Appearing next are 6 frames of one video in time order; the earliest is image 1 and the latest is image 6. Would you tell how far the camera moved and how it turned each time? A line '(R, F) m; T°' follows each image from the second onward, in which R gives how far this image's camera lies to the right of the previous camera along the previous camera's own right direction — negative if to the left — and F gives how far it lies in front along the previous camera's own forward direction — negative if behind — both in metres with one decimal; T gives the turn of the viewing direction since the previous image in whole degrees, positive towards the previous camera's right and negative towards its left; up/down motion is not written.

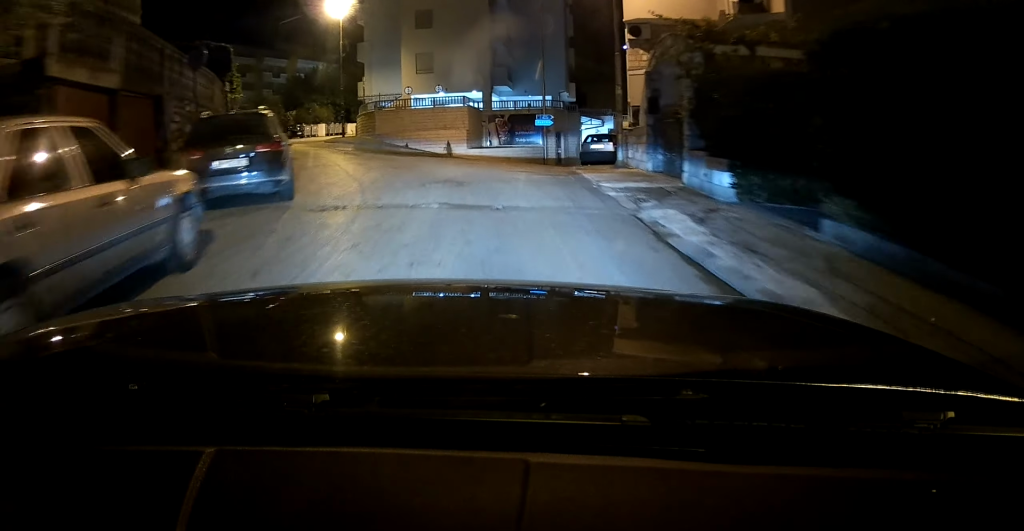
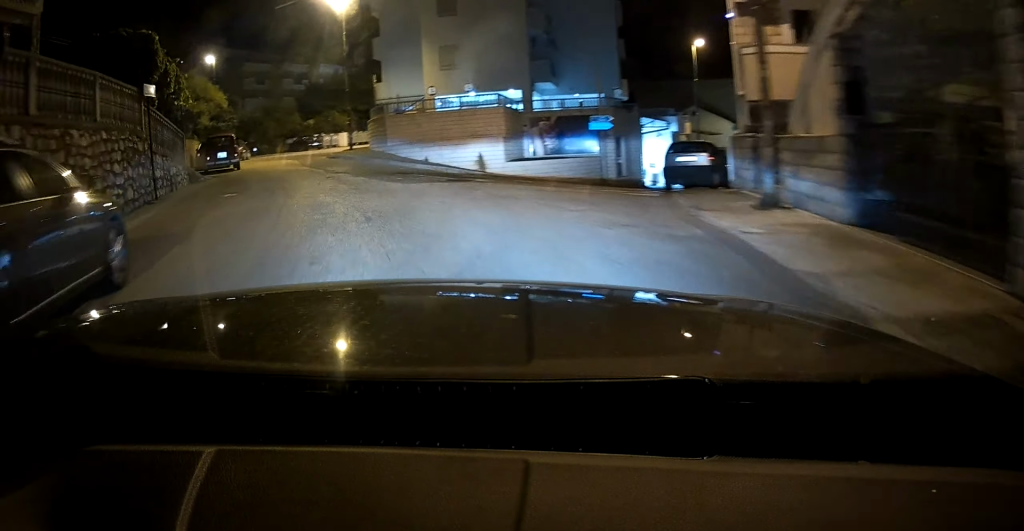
(0.0, +6.0) m; -5°
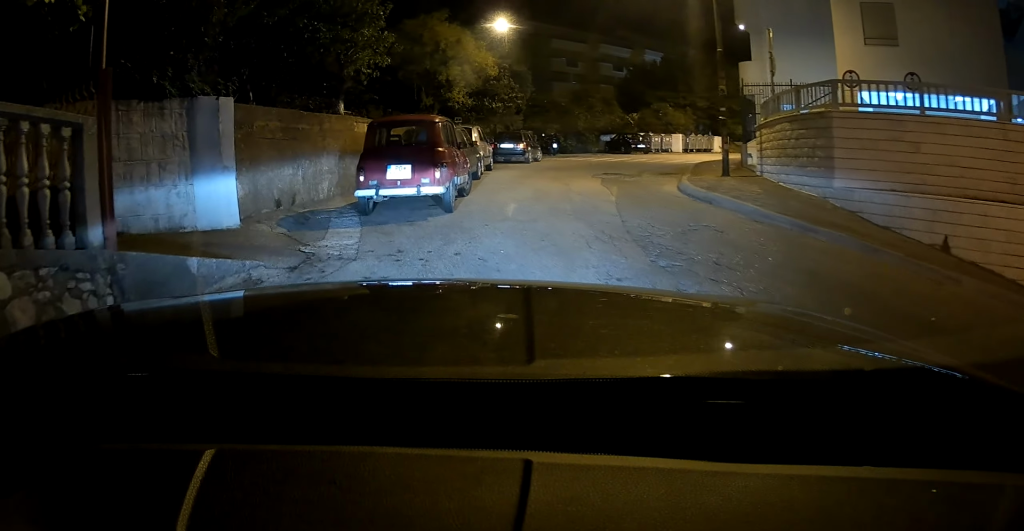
(-4.6, +15.2) m; -29°
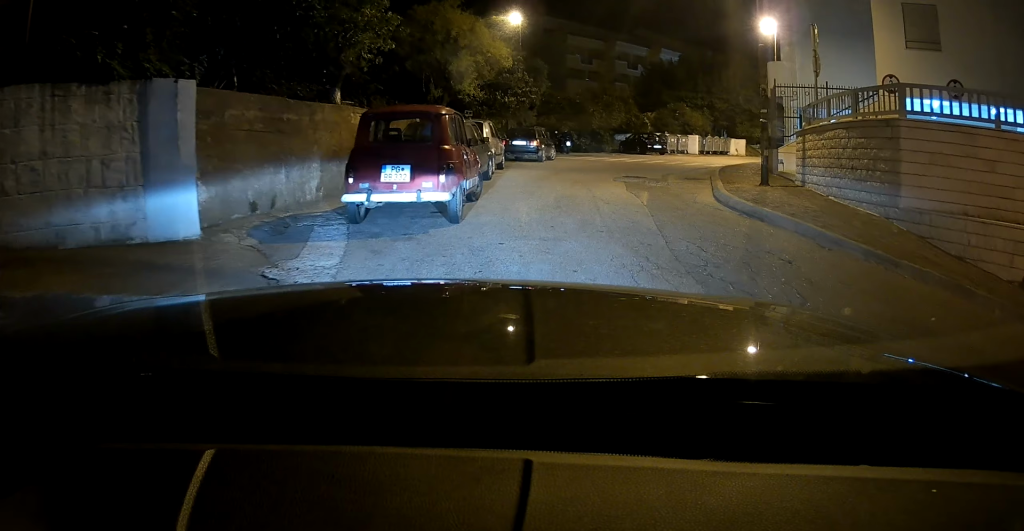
(+0.2, +2.4) m; +6°
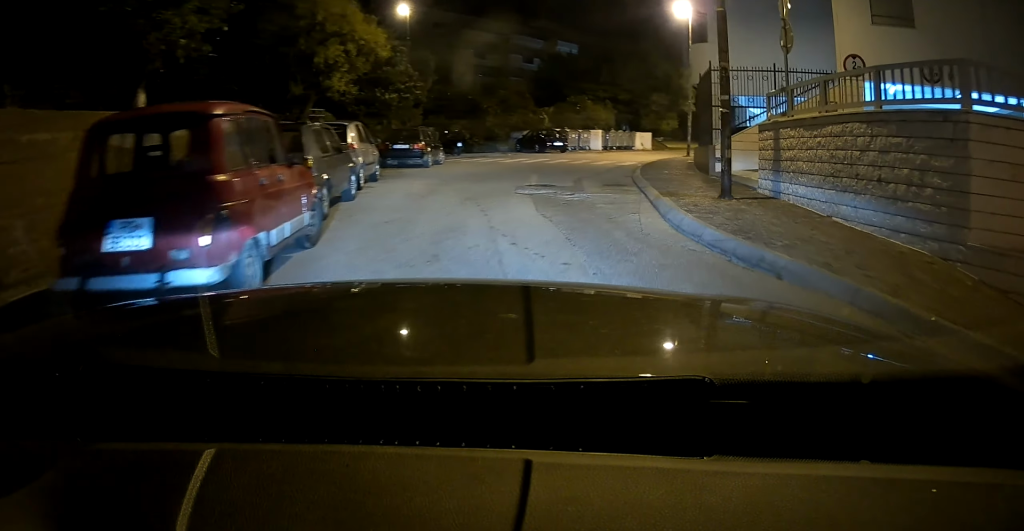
(+0.4, +6.7) m; +5°
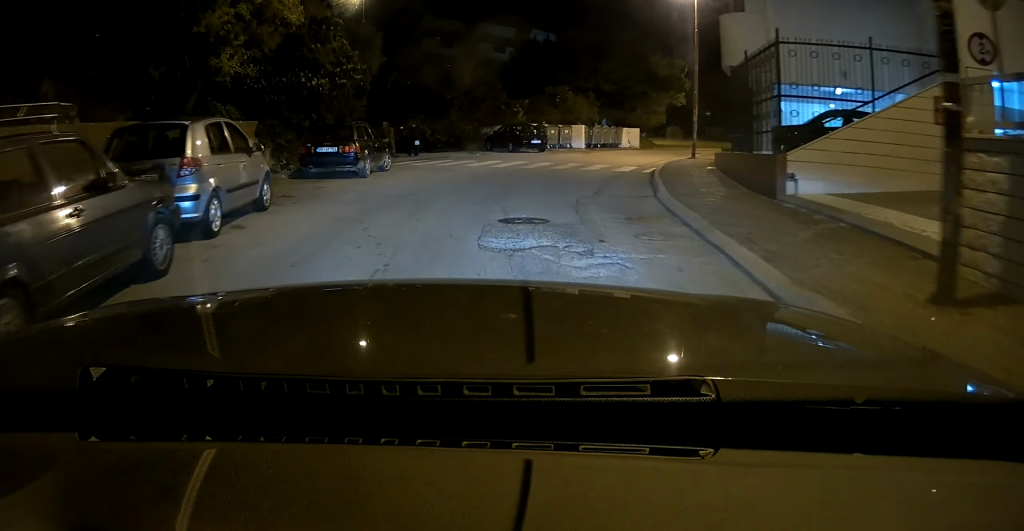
(0.0, +3.8) m; +1°
